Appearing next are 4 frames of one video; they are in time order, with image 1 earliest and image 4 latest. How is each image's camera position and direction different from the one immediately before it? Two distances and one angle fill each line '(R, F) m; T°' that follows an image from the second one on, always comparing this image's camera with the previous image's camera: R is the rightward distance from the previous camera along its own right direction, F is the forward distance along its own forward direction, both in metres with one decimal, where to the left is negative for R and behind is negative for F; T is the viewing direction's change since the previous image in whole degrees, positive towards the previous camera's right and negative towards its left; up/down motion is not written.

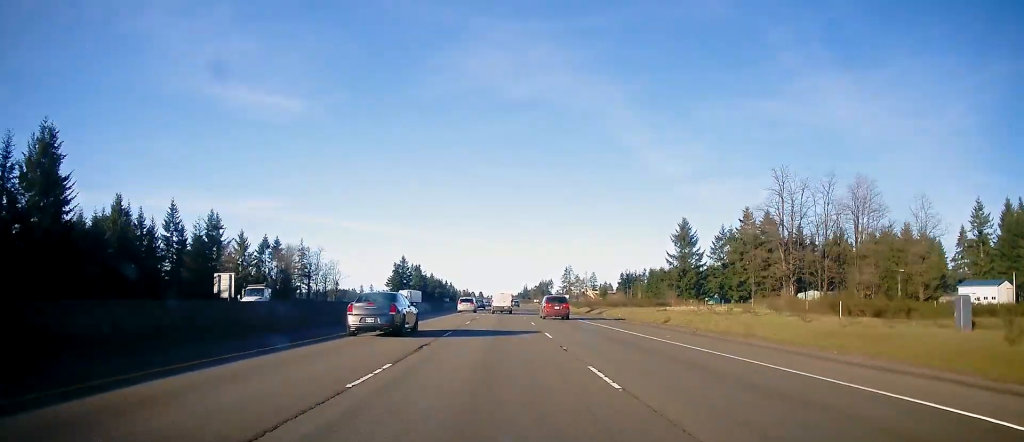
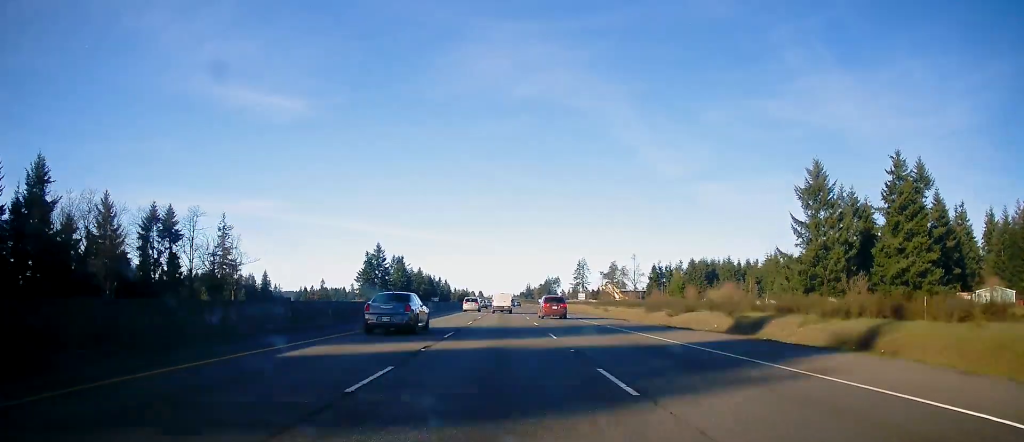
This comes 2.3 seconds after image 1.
(-0.8, +73.7) m; -1°
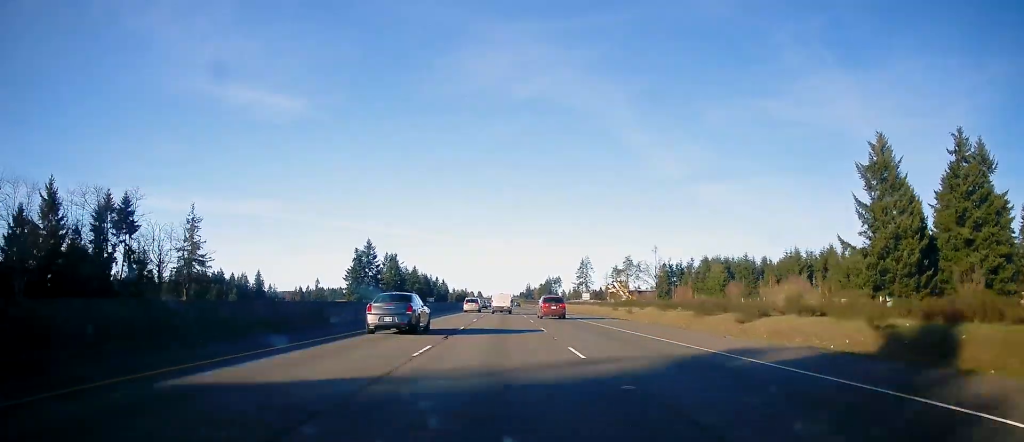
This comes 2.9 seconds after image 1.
(0.0, +19.1) m; 0°
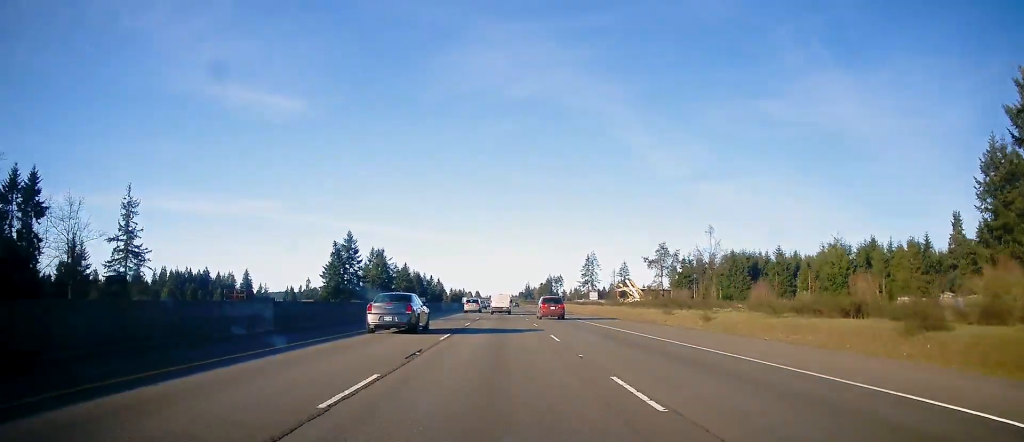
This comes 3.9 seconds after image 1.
(0.0, +30.9) m; 0°
